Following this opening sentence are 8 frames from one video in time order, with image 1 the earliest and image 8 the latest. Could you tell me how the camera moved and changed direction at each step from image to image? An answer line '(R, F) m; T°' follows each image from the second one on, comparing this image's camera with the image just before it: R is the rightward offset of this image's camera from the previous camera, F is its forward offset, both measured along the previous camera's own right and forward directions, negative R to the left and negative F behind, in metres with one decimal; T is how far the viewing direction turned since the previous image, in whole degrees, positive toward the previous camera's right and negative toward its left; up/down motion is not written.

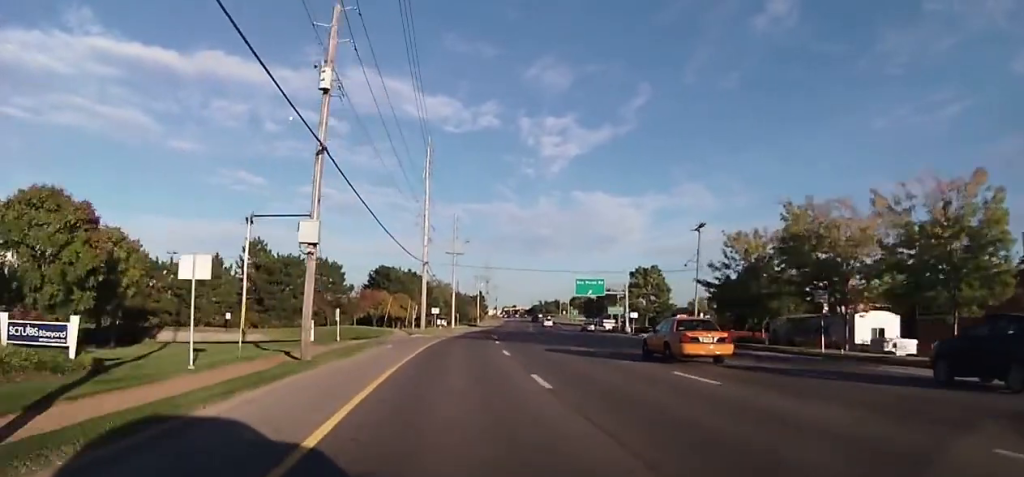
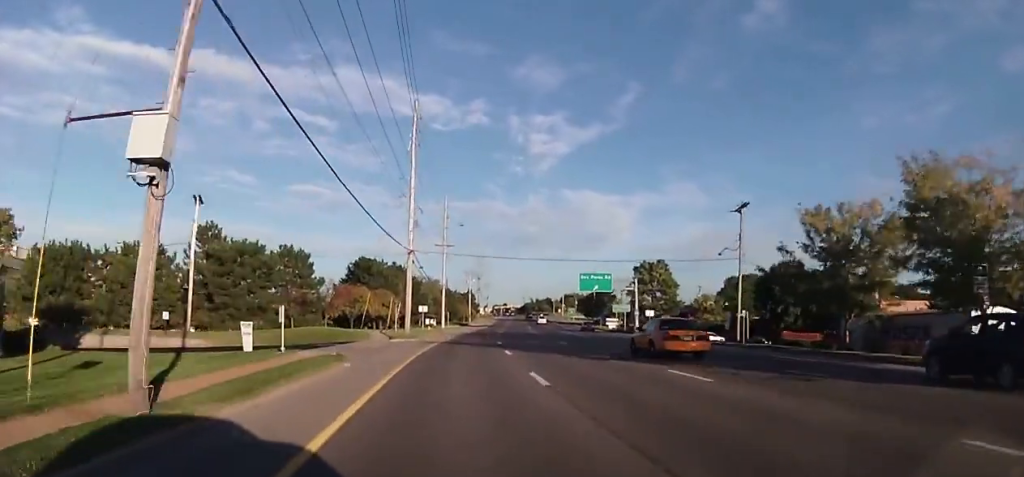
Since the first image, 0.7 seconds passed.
(+0.3, +11.2) m; +1°
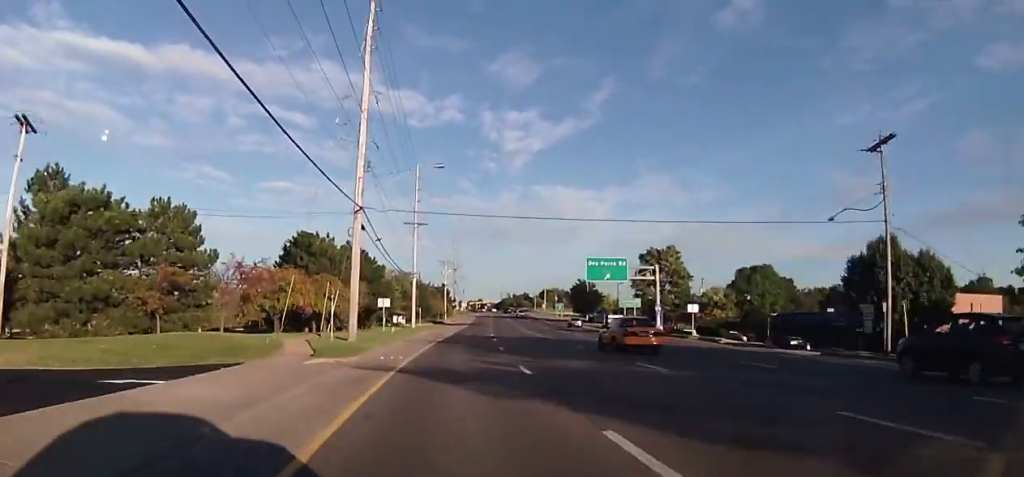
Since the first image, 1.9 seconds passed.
(+0.2, +21.1) m; 0°
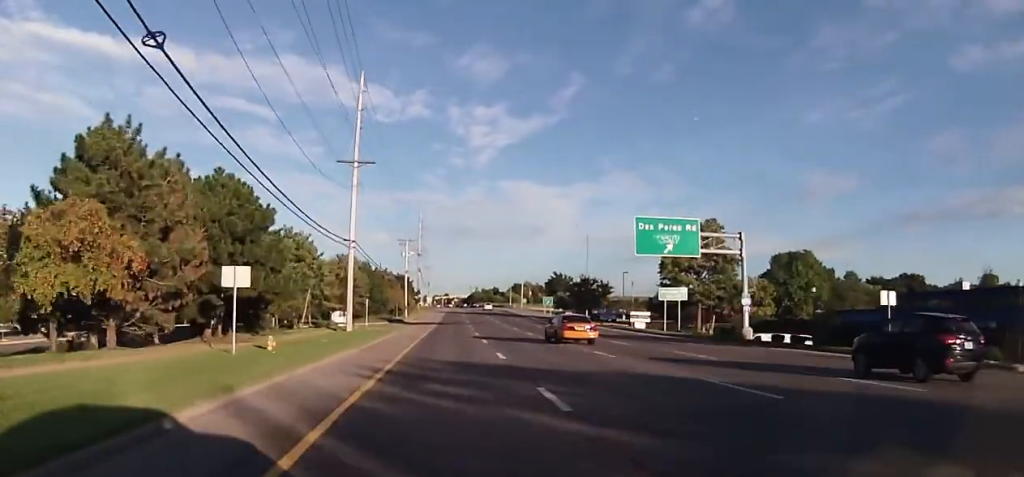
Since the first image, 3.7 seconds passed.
(-0.1, +30.9) m; +1°
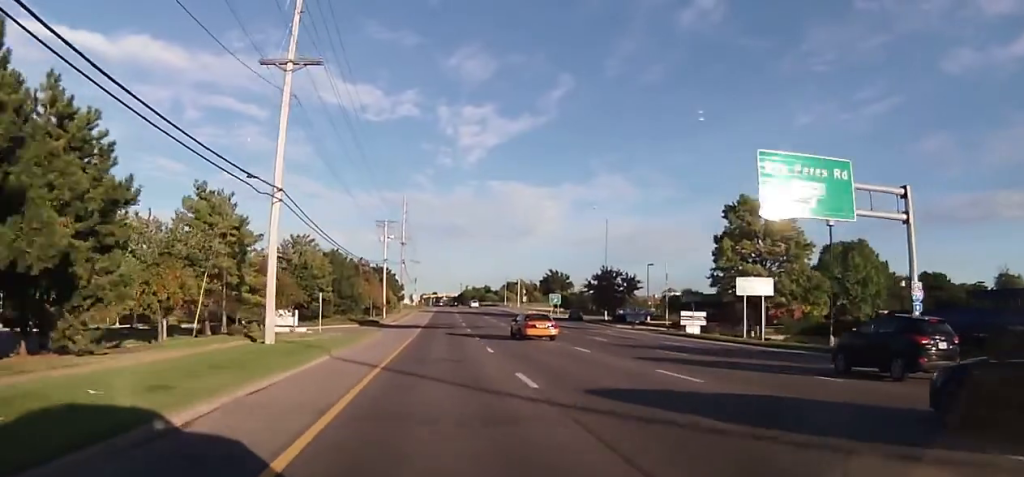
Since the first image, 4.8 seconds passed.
(+0.5, +20.3) m; +3°
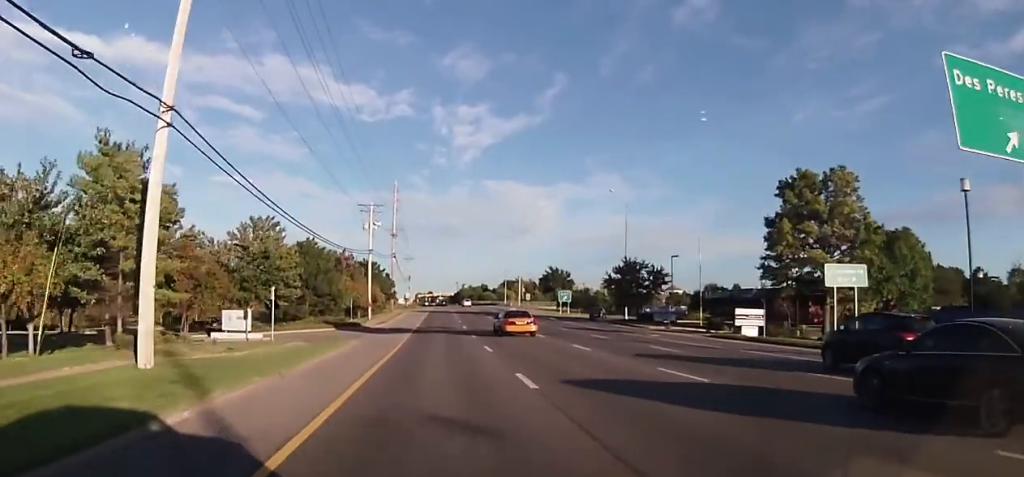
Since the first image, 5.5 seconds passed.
(+0.2, +12.3) m; +1°
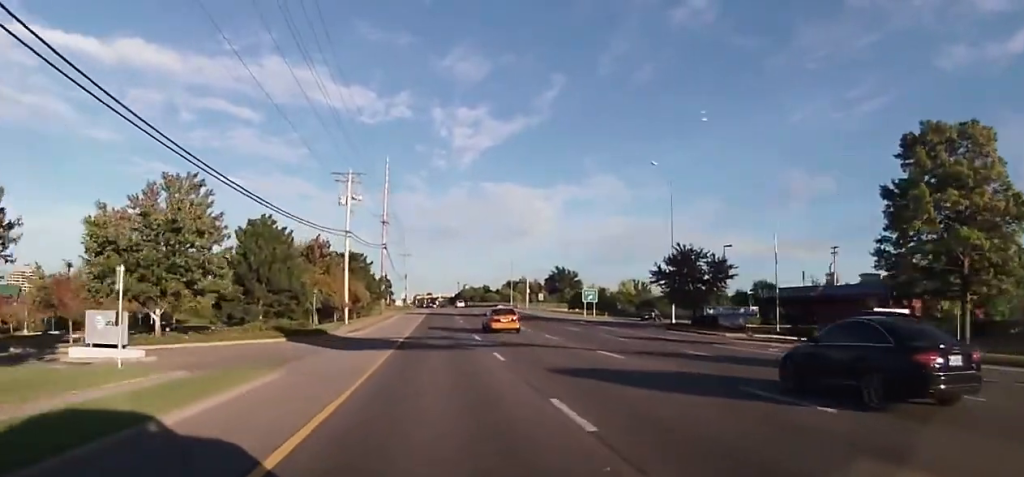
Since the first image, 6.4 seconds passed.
(+0.1, +16.9) m; 0°
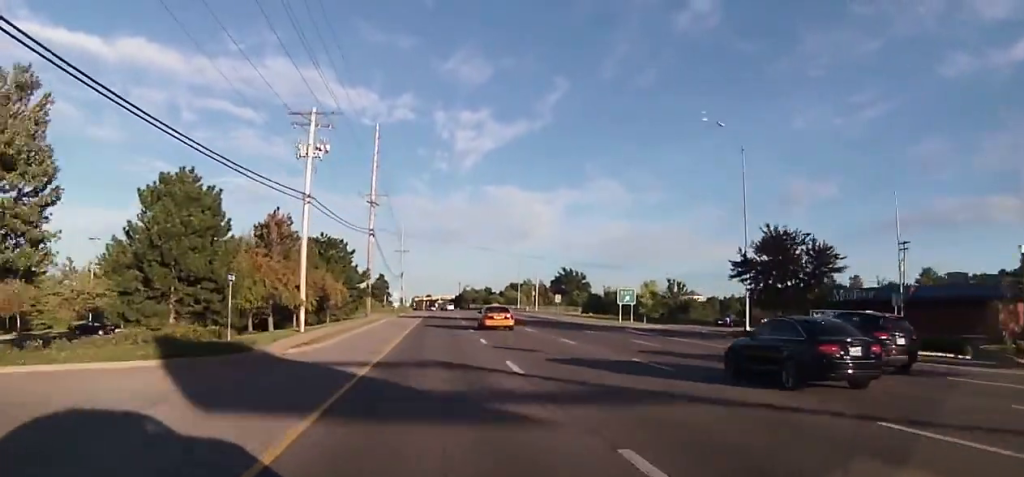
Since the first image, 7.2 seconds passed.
(-0.1, +16.6) m; 0°
